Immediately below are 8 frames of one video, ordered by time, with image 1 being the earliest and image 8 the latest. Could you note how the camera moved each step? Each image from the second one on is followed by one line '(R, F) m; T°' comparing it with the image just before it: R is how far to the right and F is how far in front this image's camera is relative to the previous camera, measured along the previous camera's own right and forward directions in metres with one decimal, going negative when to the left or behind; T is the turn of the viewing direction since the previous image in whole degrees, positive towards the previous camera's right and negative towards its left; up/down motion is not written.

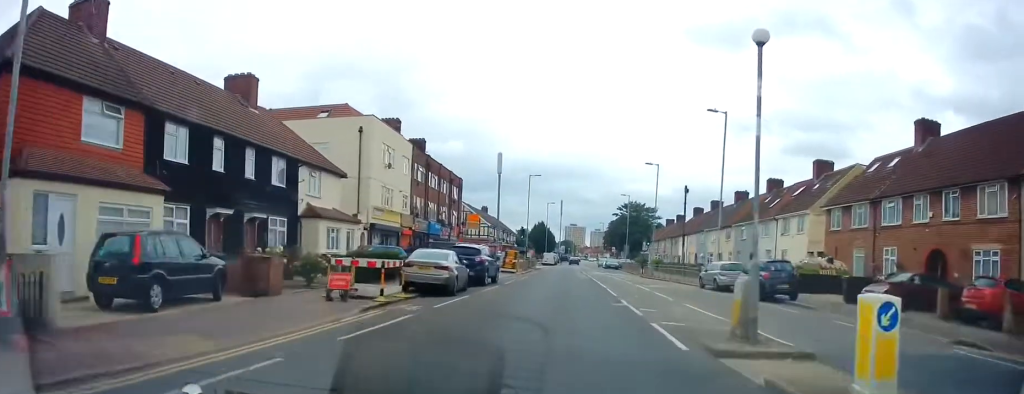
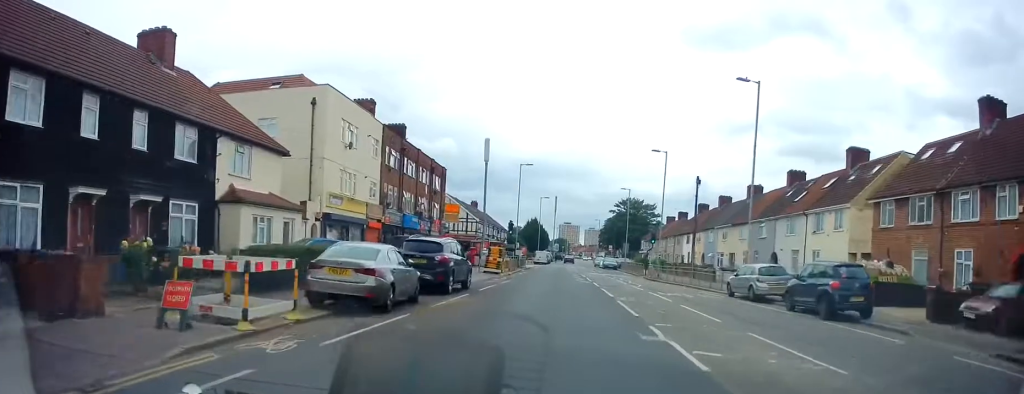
(+0.3, +6.7) m; +2°
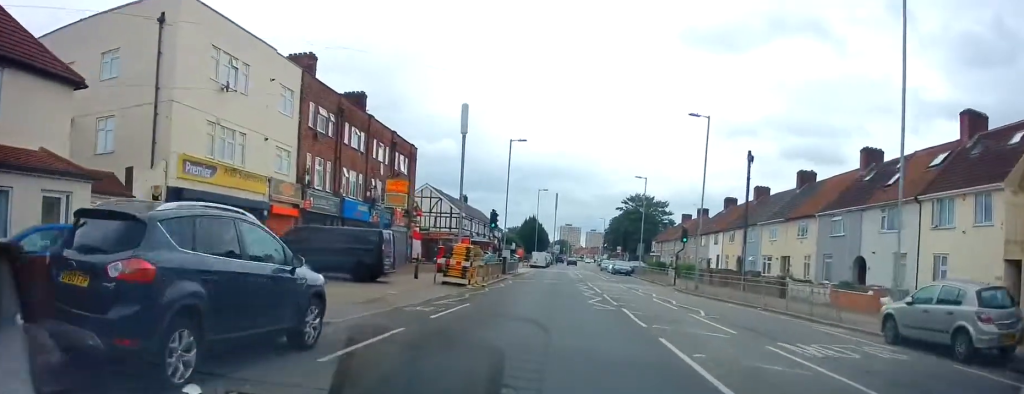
(0.0, +13.1) m; -1°
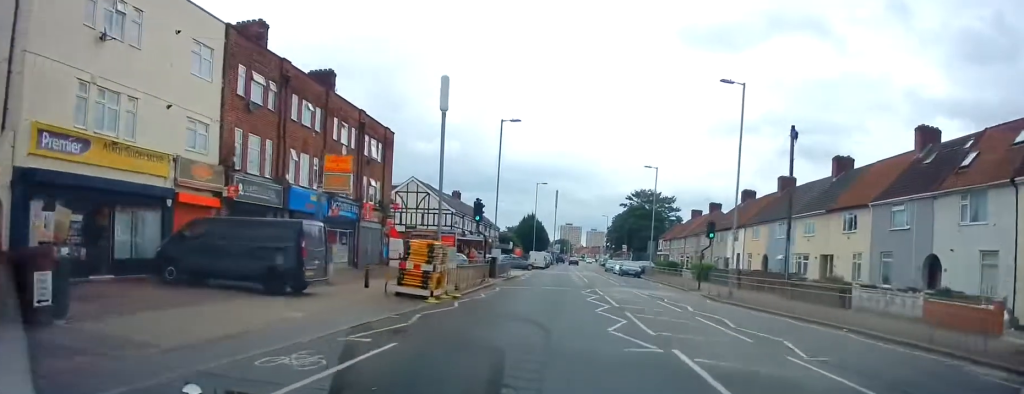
(0.0, +6.9) m; -2°
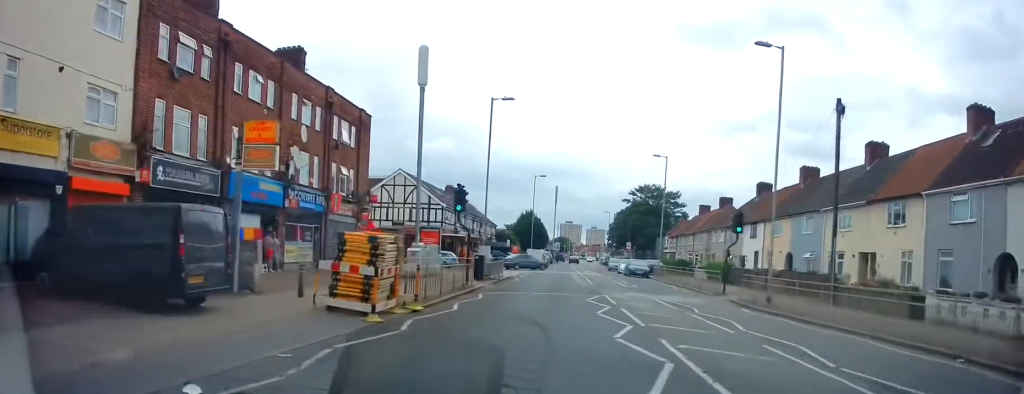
(-0.2, +5.3) m; 0°
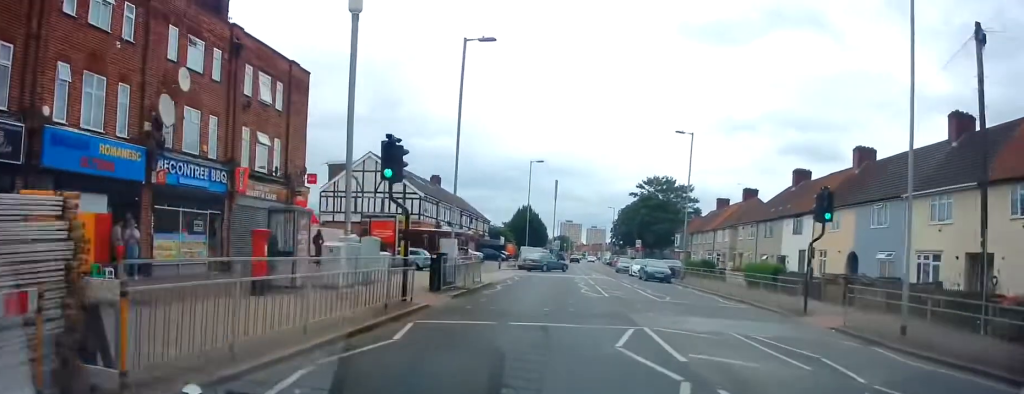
(-0.1, +9.9) m; +2°
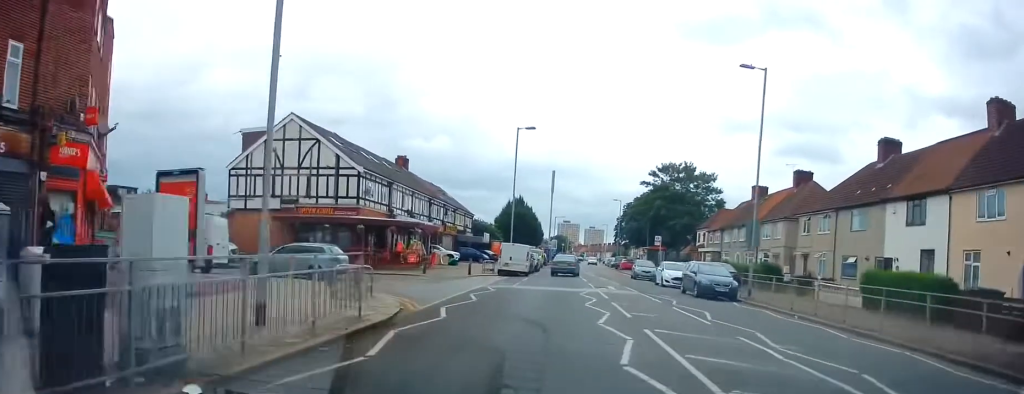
(+1.1, +15.6) m; +3°
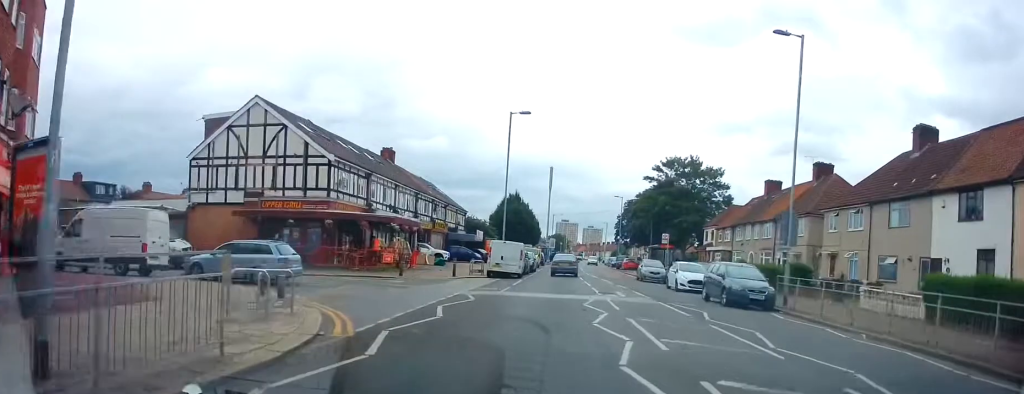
(0.0, +4.8) m; -1°
